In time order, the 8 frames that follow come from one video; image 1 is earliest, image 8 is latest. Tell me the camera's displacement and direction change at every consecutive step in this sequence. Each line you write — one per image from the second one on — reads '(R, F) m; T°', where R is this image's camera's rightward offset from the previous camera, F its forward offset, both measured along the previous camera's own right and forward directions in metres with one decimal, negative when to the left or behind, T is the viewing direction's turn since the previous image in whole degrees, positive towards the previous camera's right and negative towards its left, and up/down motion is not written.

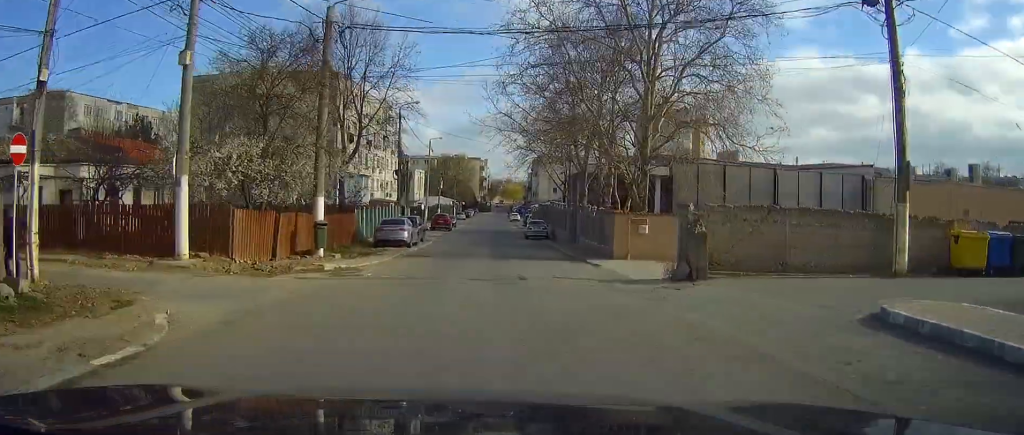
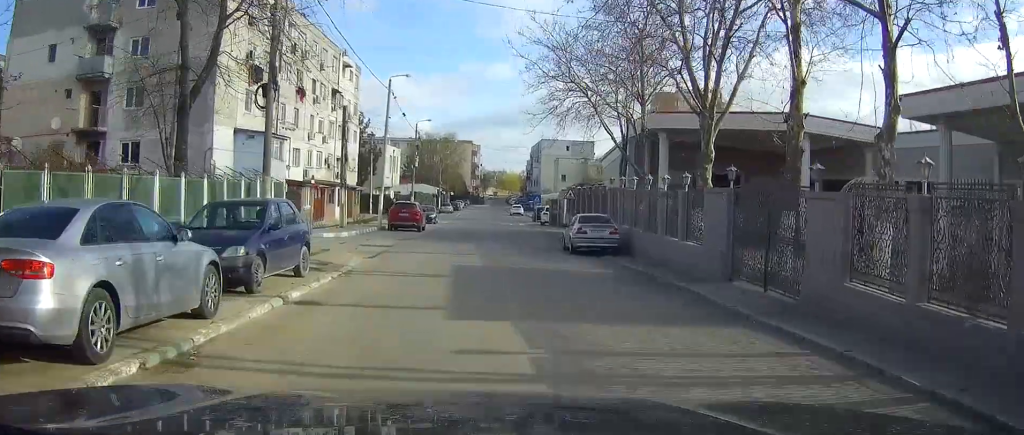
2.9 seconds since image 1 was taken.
(-0.9, +29.3) m; 0°
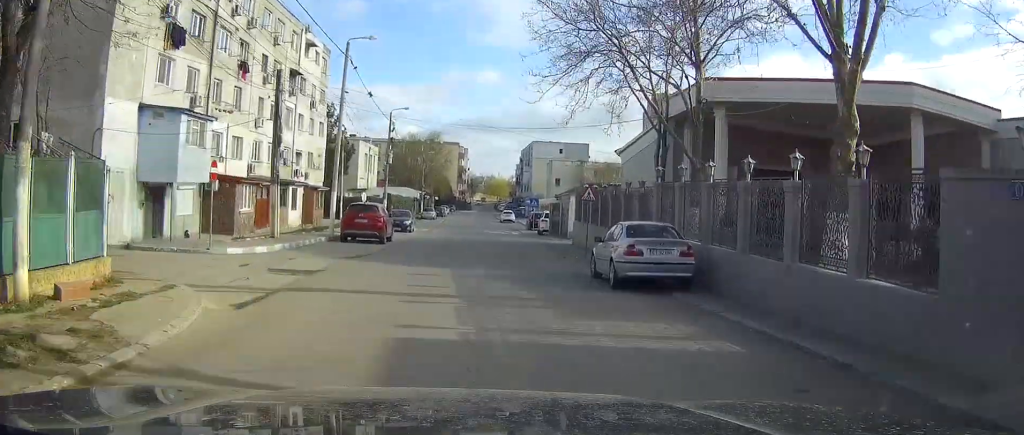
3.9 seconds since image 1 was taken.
(+0.1, +10.2) m; +1°
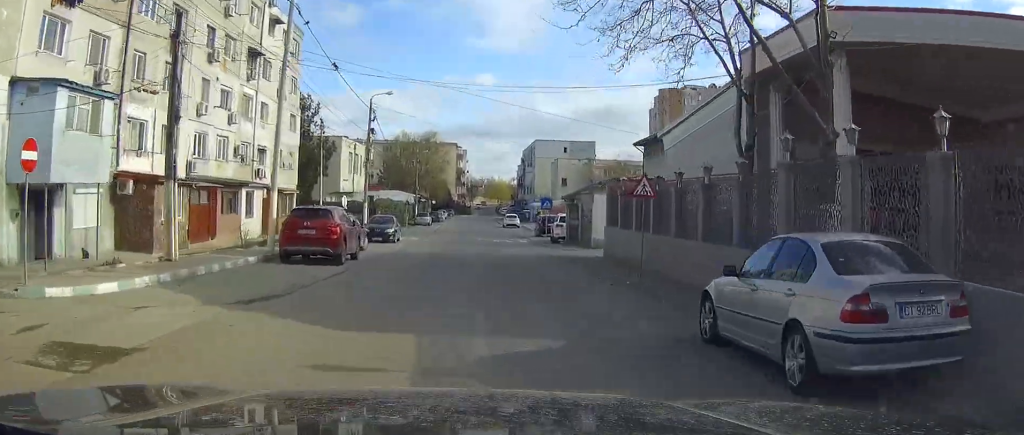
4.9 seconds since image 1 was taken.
(+0.1, +9.3) m; +1°
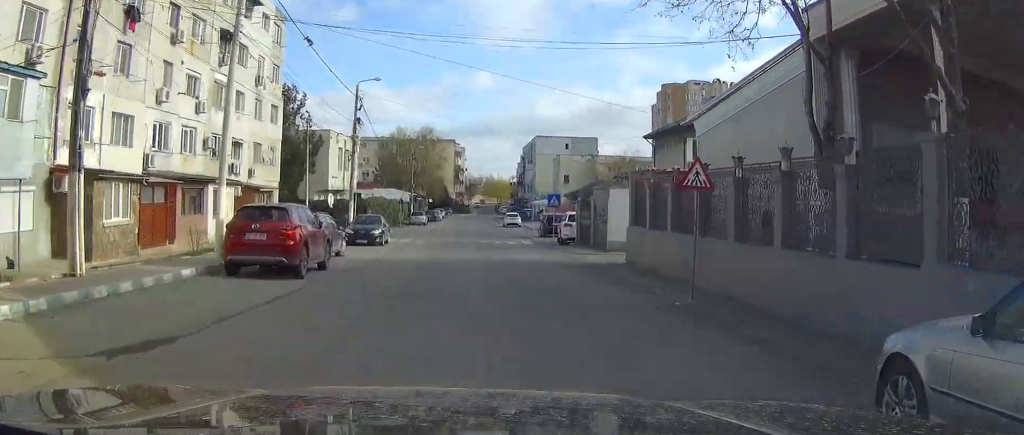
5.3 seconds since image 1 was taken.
(0.0, +4.7) m; 0°
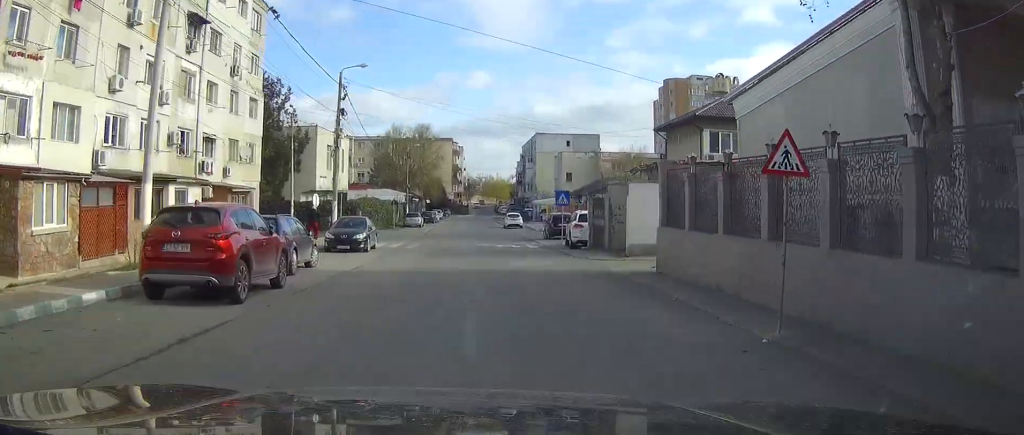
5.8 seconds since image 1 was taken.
(0.0, +4.2) m; +2°
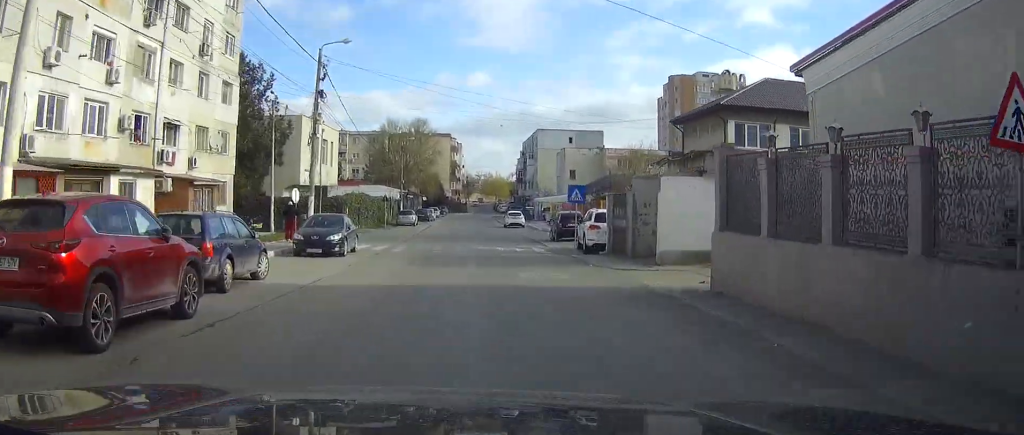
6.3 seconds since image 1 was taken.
(-0.1, +4.7) m; +3°
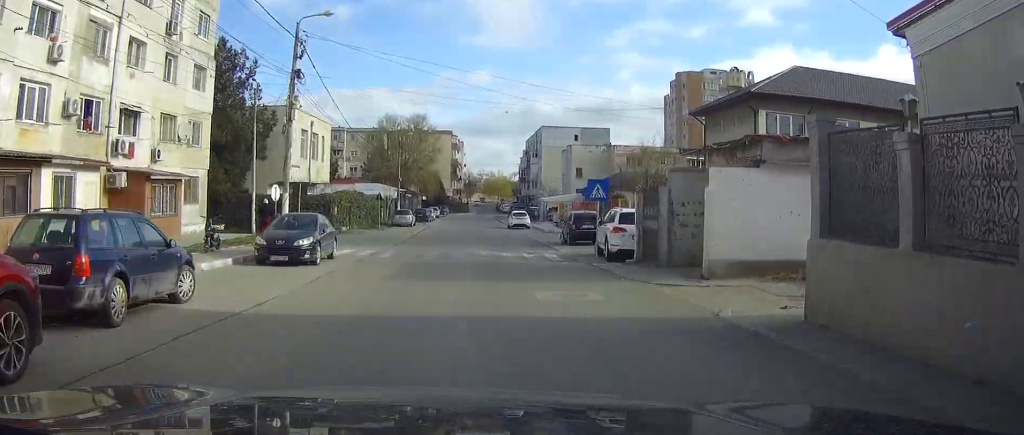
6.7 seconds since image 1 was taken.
(+0.1, +4.2) m; 0°
